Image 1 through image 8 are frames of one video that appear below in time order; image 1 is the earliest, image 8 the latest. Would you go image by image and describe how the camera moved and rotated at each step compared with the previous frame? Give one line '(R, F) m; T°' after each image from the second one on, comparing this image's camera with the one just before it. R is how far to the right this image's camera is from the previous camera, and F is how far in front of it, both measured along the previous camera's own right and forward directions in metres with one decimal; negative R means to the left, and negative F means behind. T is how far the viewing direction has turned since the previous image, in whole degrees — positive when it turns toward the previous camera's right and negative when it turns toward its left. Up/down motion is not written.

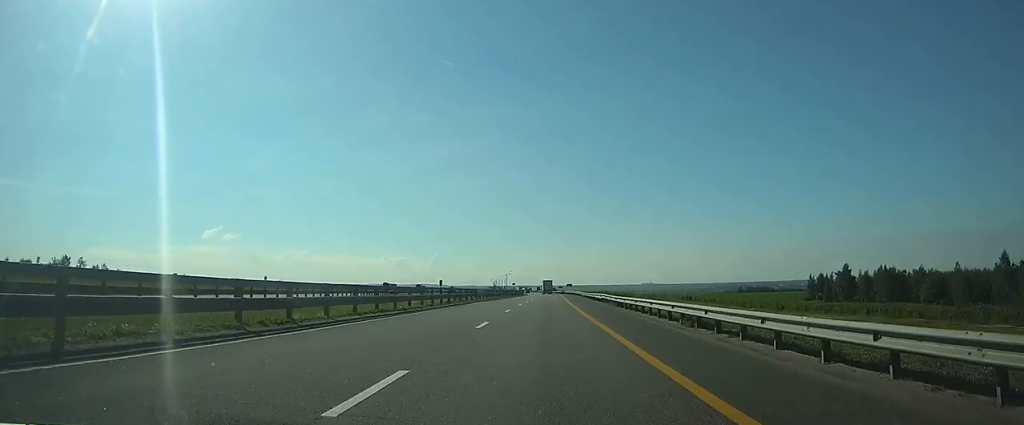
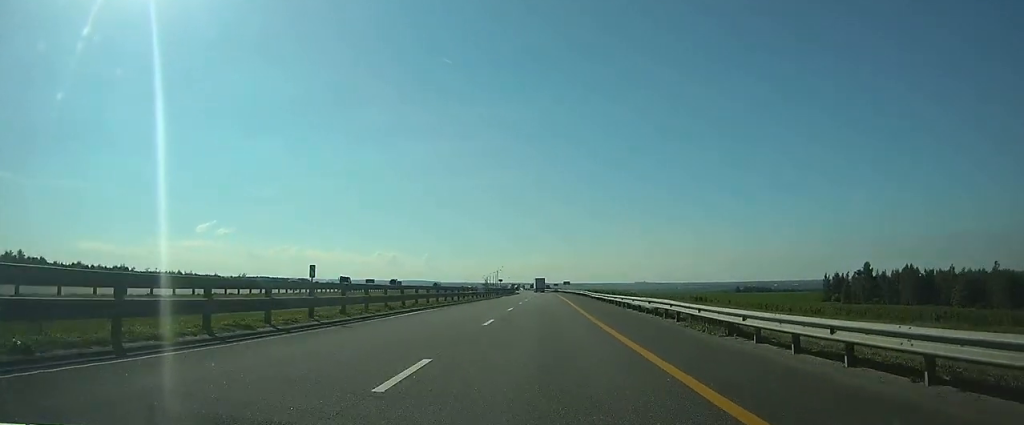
(0.0, +22.5) m; +1°
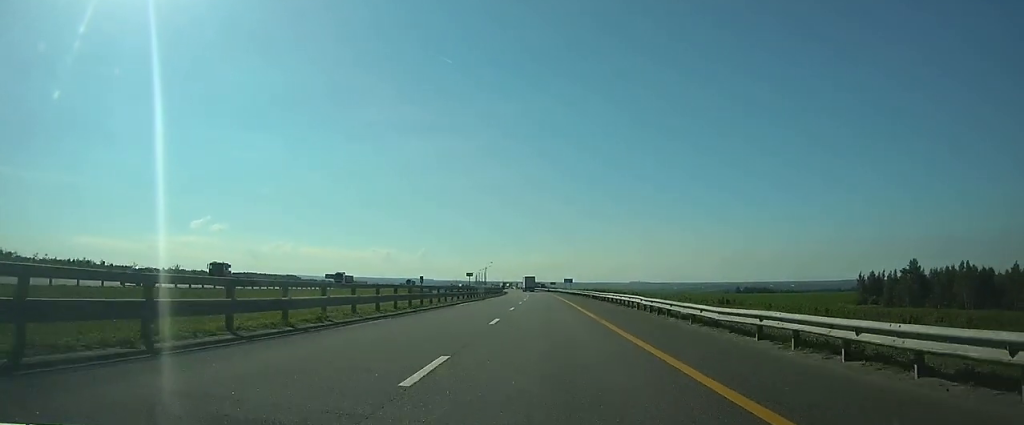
(+0.4, +35.3) m; +1°
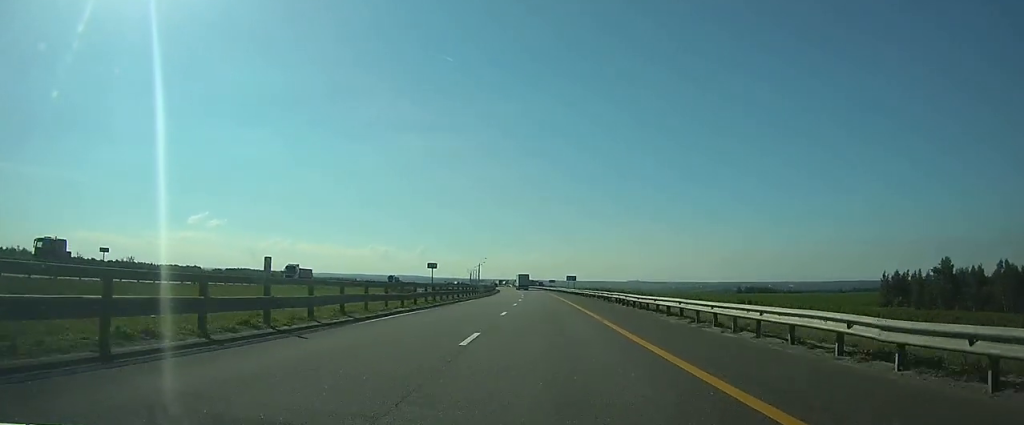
(+0.1, +19.1) m; 0°
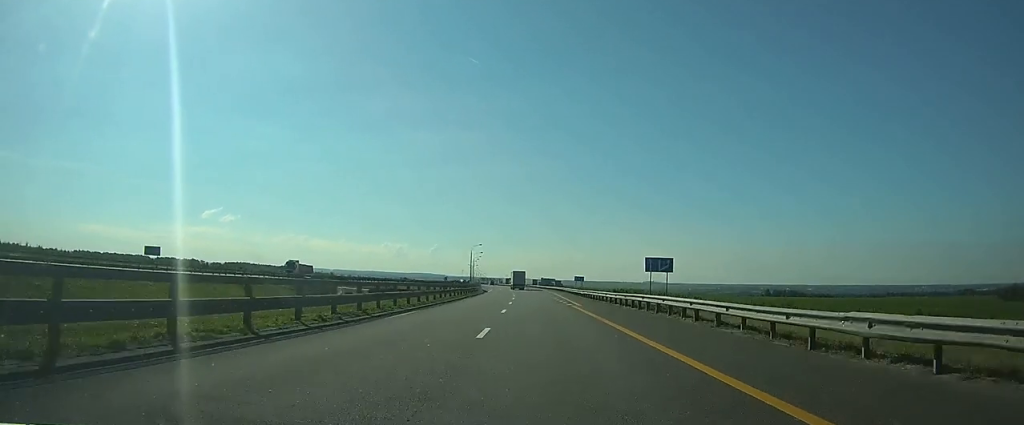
(-0.1, +70.3) m; -1°
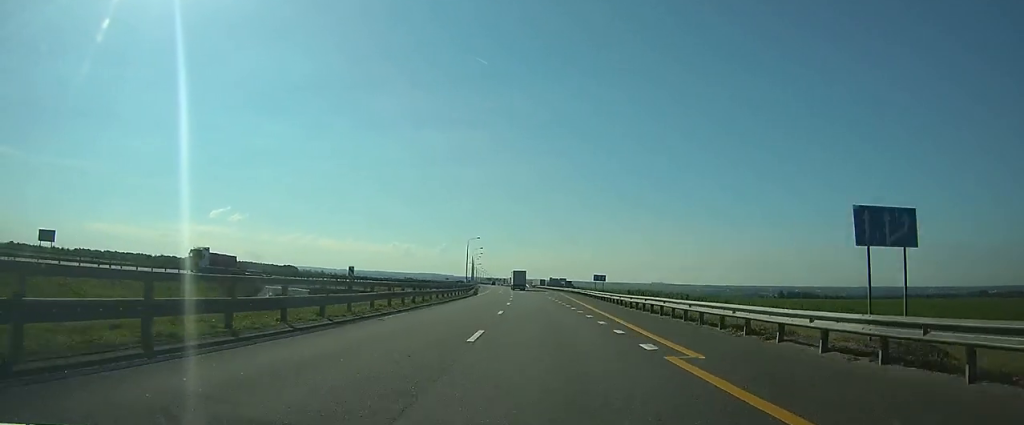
(0.0, +24.7) m; 0°
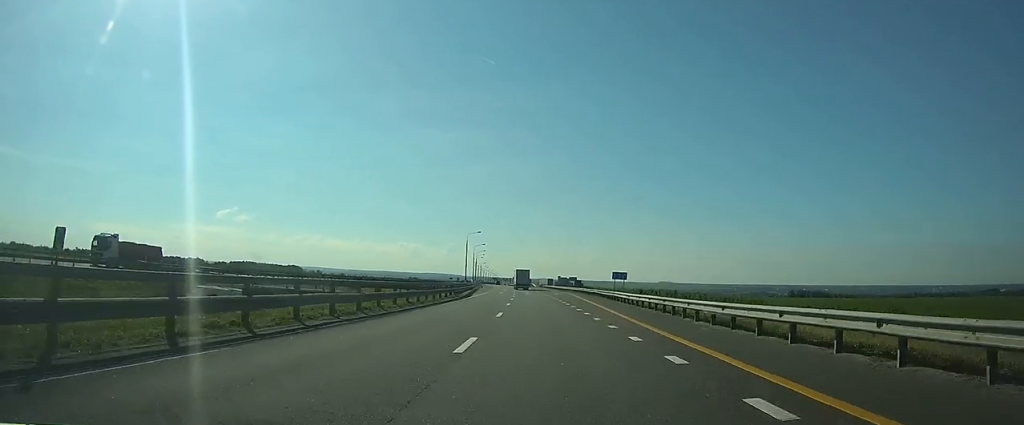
(-0.1, +14.2) m; 0°
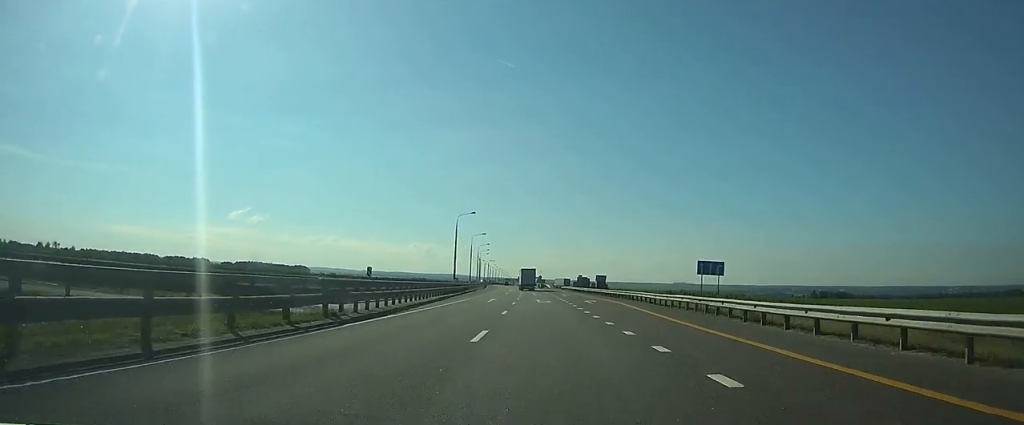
(-0.4, +34.0) m; -1°
